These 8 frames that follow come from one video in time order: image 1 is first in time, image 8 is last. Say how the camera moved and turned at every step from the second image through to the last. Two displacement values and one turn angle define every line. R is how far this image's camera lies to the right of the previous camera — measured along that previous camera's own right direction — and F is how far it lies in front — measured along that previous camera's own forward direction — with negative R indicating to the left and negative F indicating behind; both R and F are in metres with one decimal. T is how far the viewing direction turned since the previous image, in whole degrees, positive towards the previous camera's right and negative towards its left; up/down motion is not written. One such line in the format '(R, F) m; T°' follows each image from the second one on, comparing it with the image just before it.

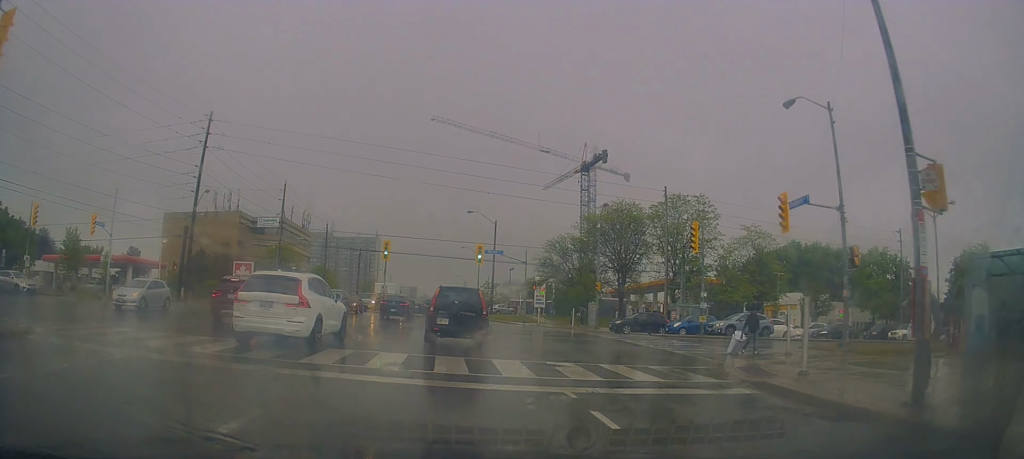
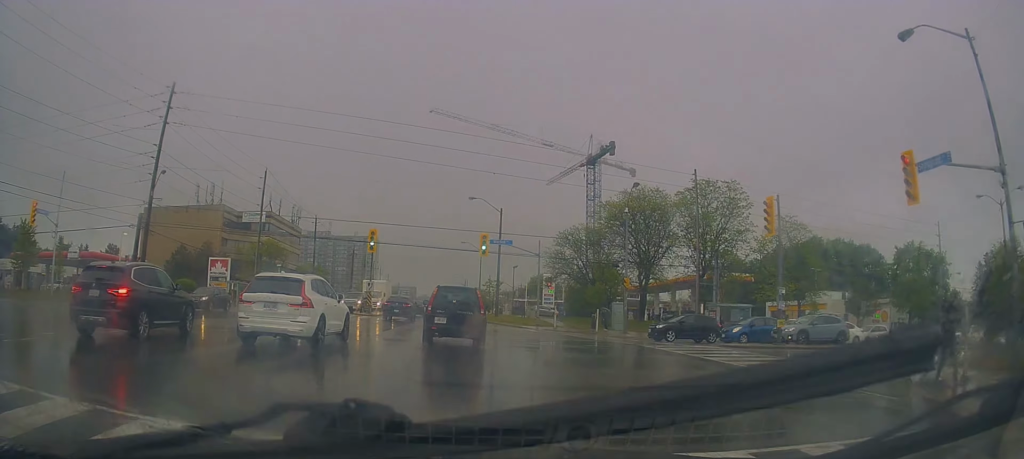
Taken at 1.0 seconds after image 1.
(-0.1, +8.2) m; +2°
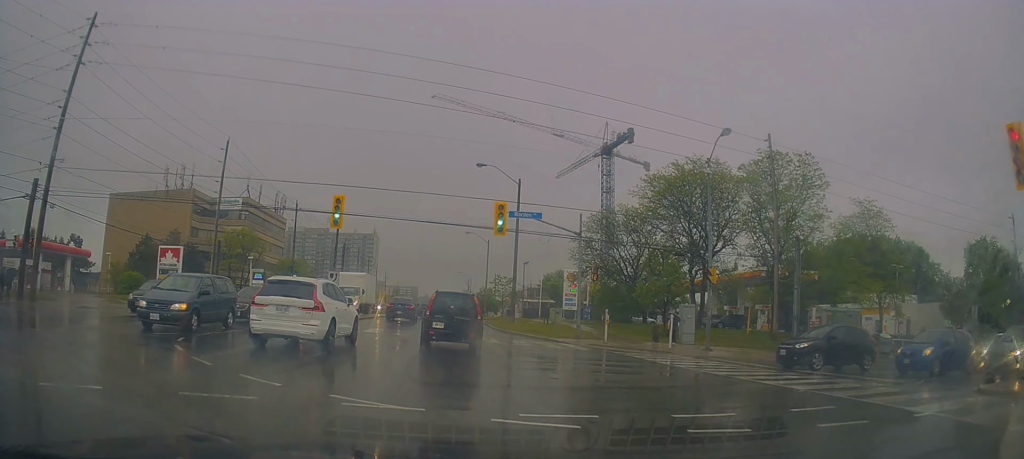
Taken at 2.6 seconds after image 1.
(+0.7, +13.3) m; +4°
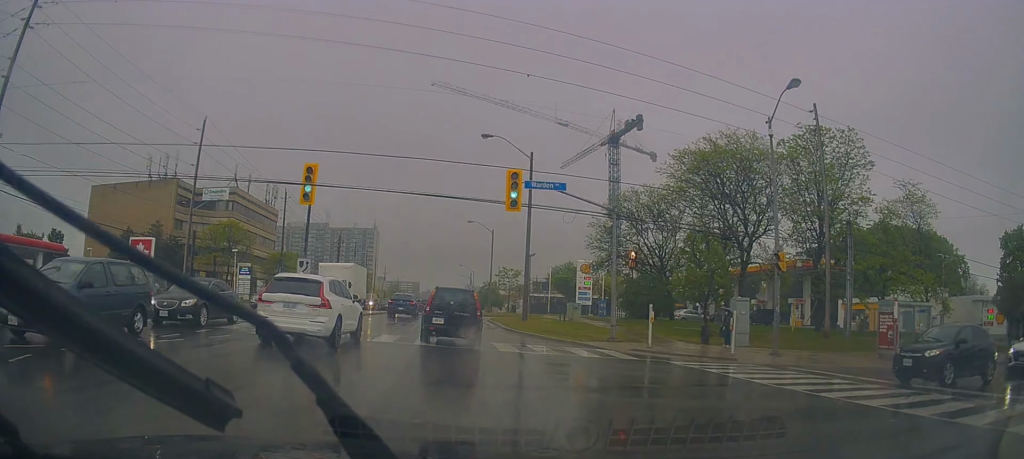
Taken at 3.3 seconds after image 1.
(0.0, +5.8) m; 0°
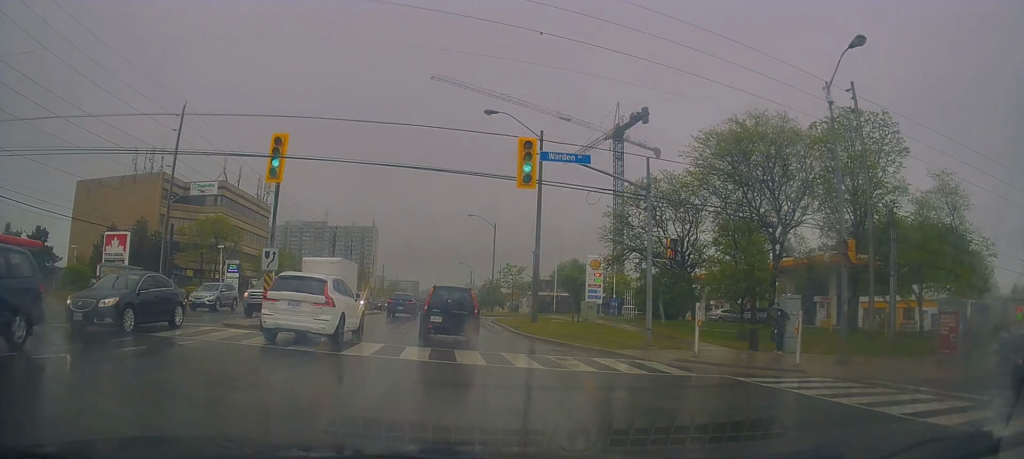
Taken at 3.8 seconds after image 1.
(0.0, +4.4) m; -4°
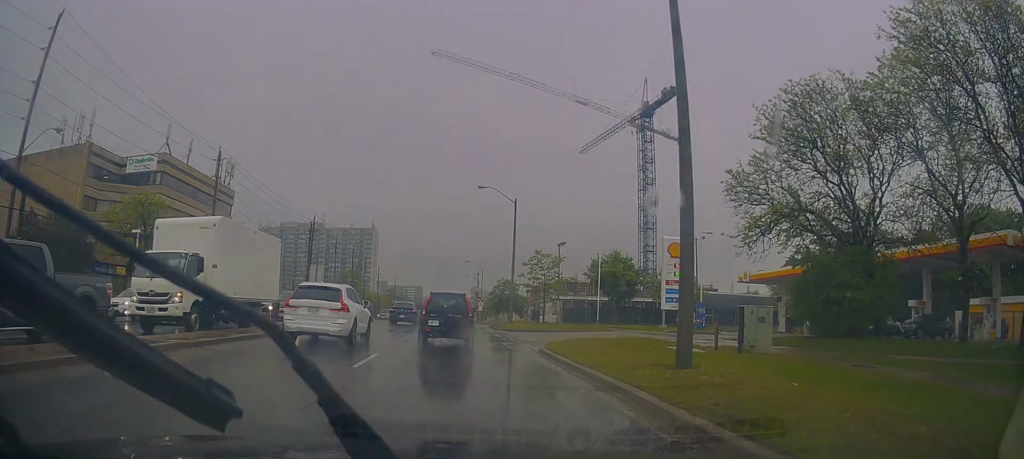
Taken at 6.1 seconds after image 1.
(-0.6, +19.2) m; +1°
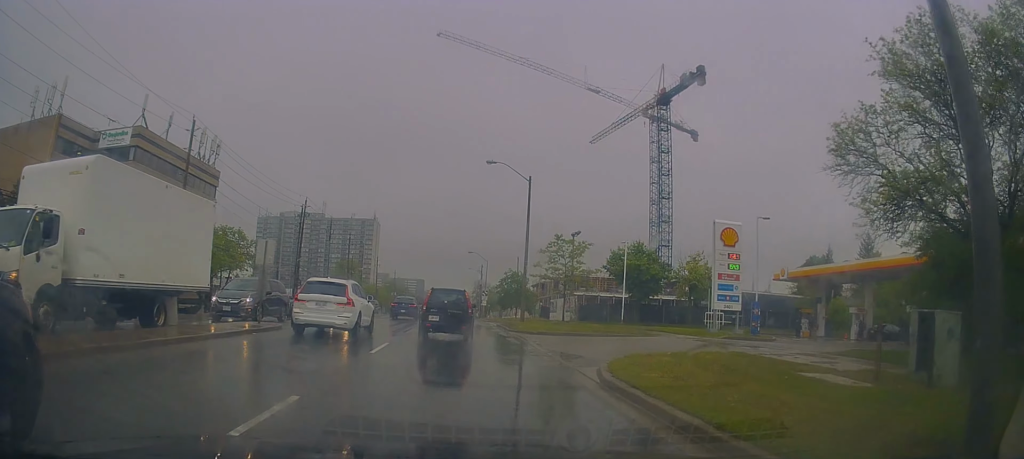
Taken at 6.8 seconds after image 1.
(-0.2, +6.8) m; +1°
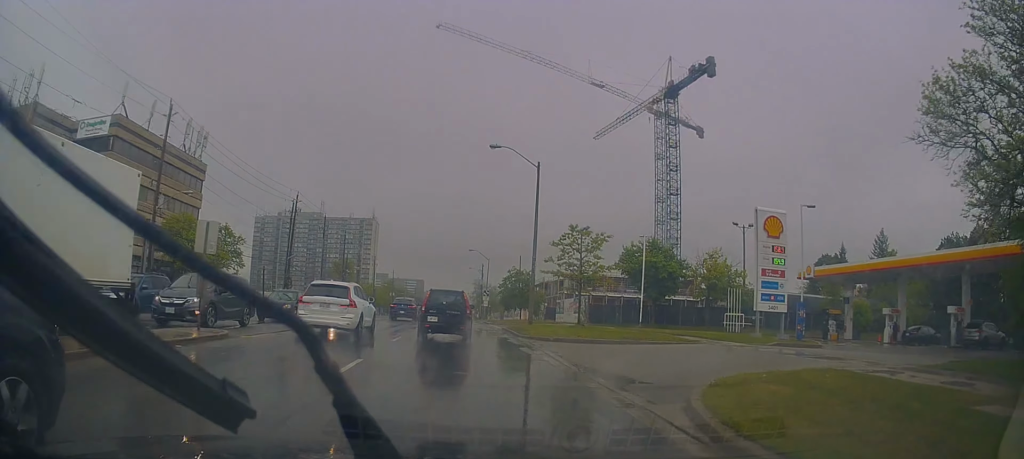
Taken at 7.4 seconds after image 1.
(-0.2, +4.5) m; 0°
